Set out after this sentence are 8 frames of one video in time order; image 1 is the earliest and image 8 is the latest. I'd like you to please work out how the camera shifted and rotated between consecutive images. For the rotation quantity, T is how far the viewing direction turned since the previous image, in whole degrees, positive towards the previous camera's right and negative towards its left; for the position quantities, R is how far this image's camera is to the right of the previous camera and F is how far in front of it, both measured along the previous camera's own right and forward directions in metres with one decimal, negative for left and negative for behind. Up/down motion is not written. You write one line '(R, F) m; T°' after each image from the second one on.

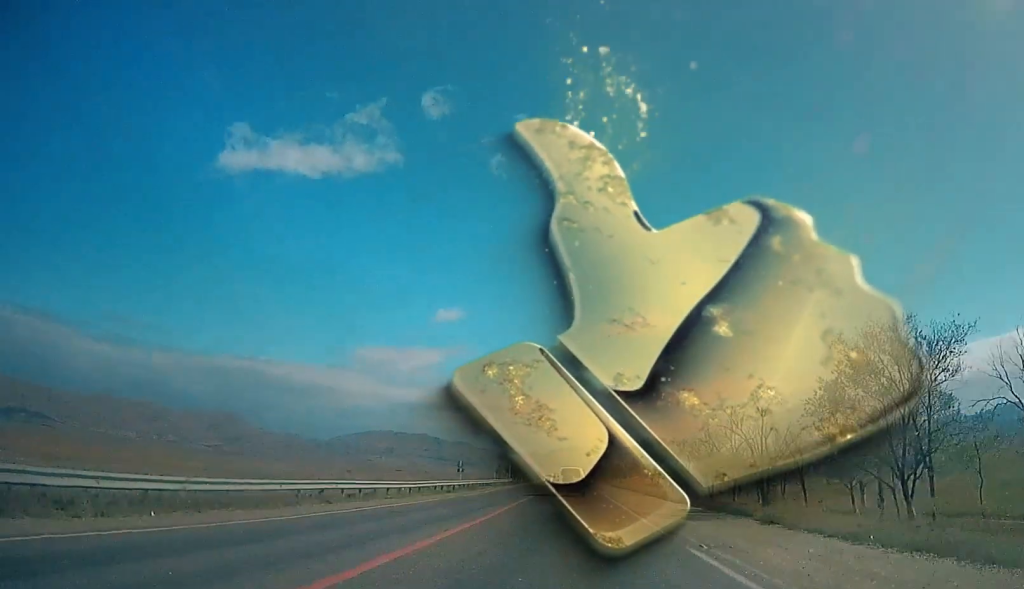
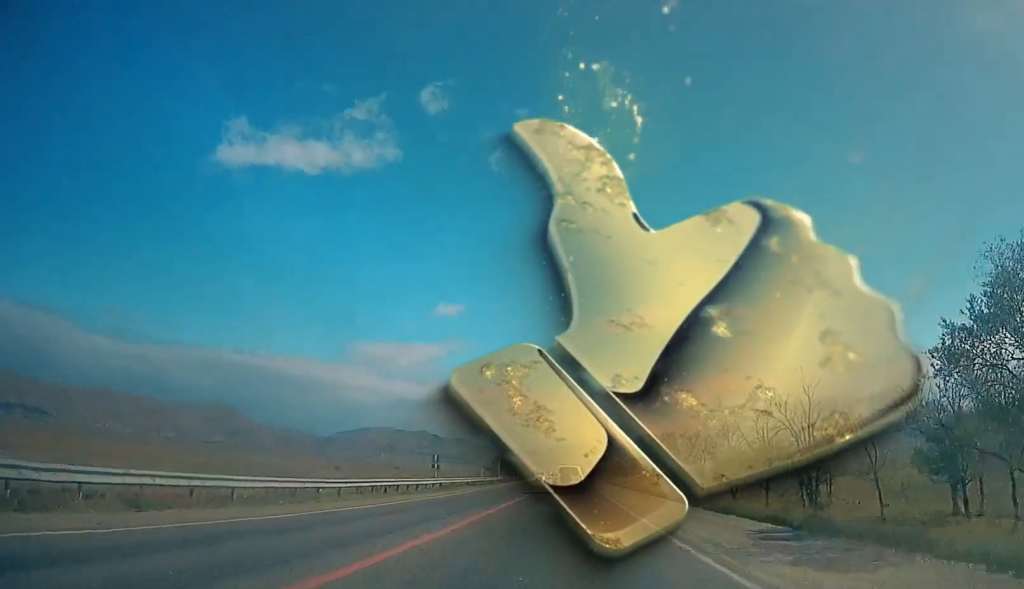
(+0.6, +10.5) m; 0°
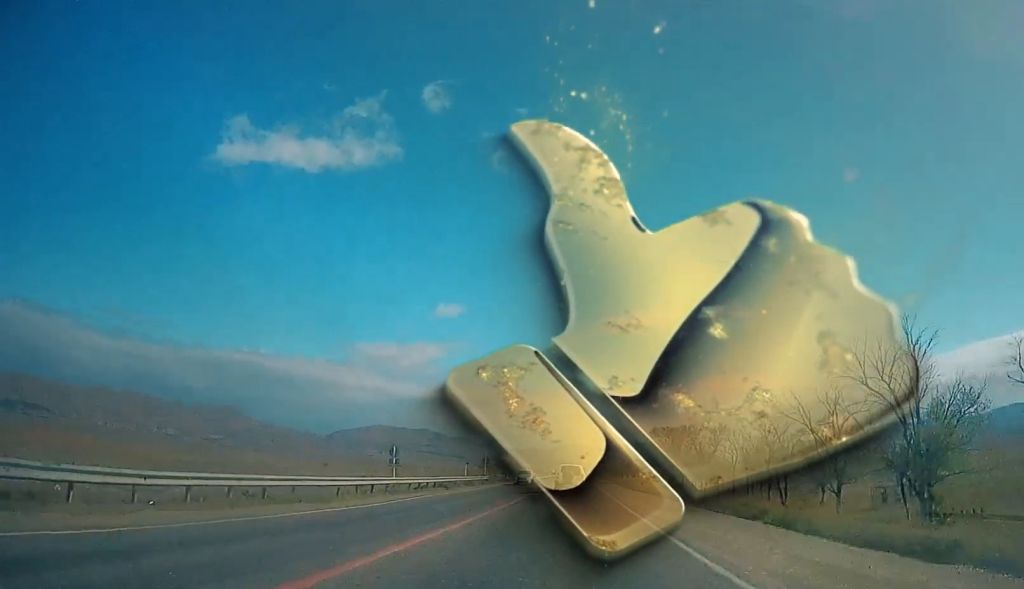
(-0.5, +13.3) m; -1°
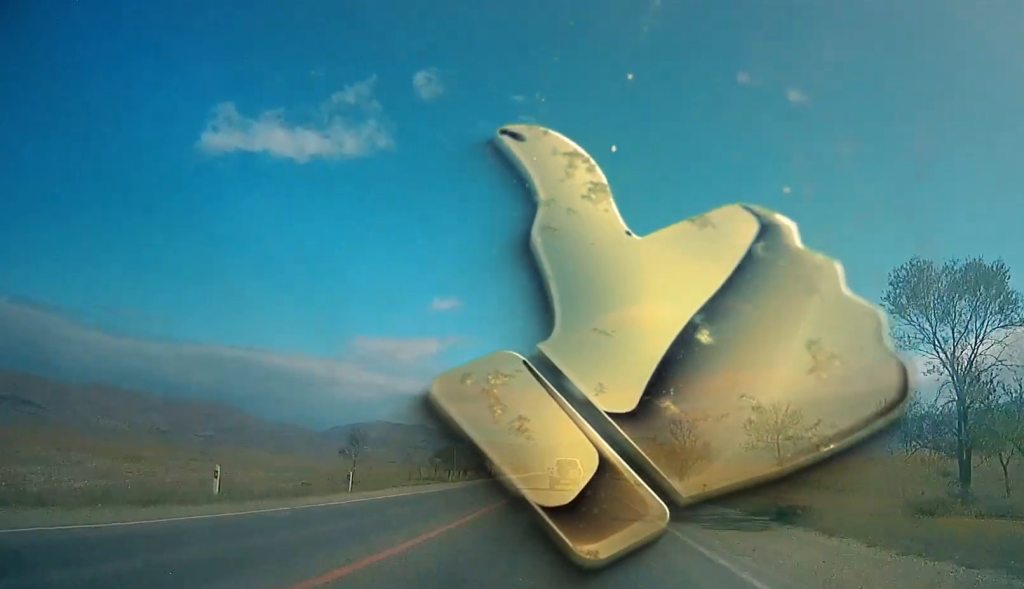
(-2.7, +81.7) m; -2°
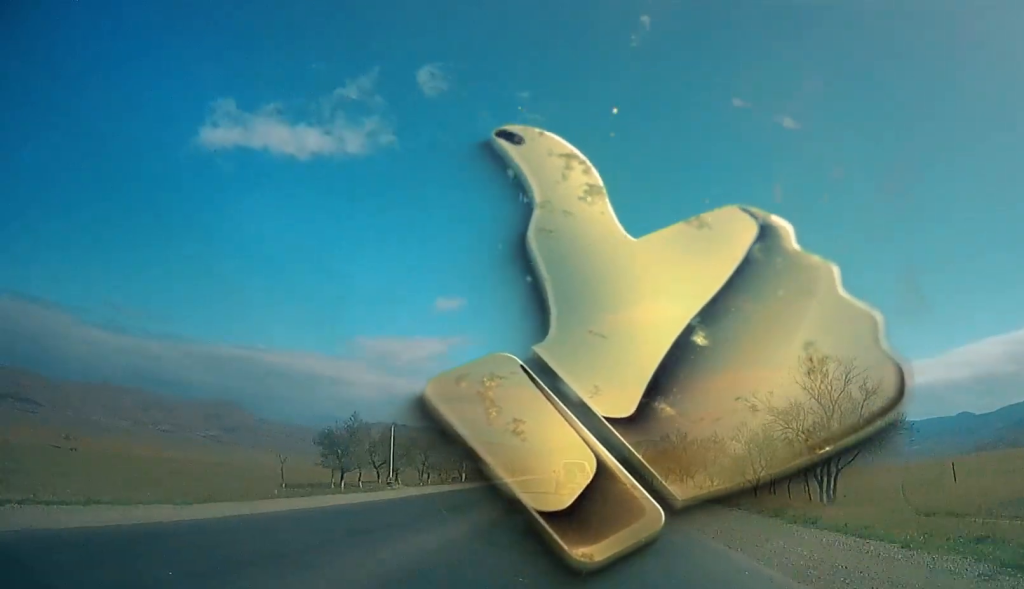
(-0.1, +22.6) m; 0°
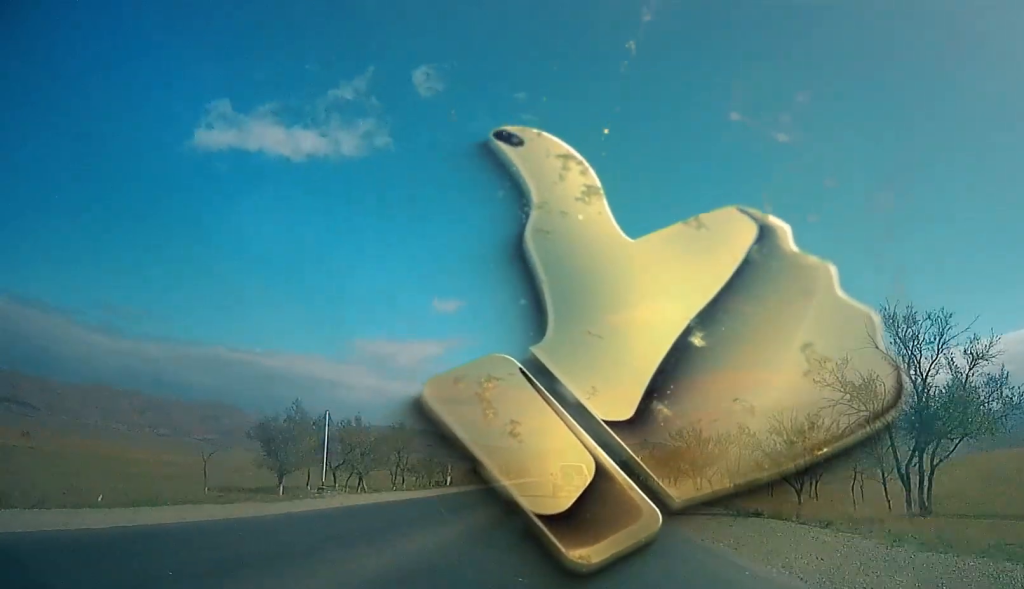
(0.0, +10.8) m; 0°
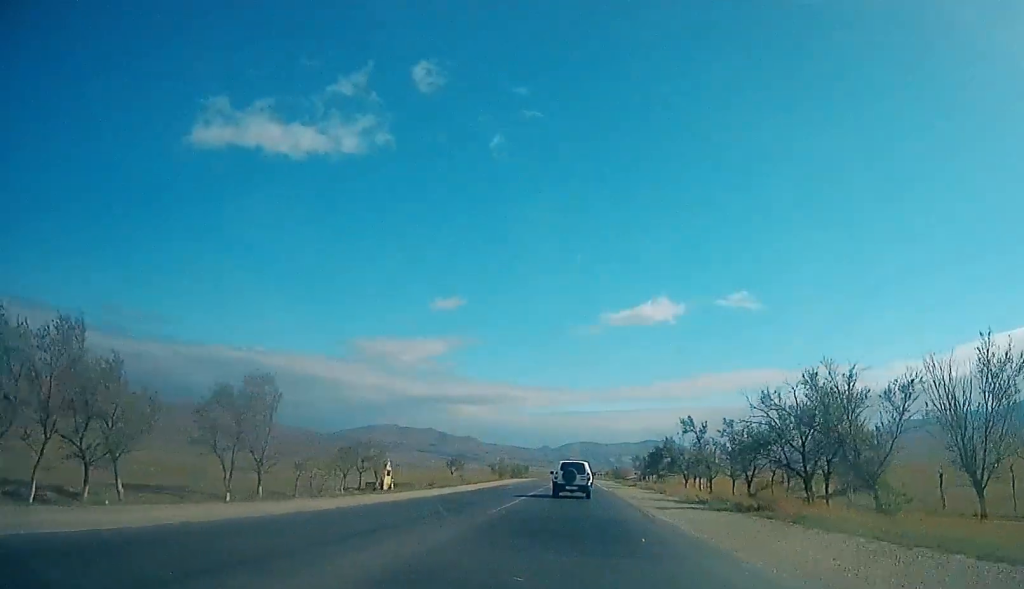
(0.0, +33.4) m; 0°
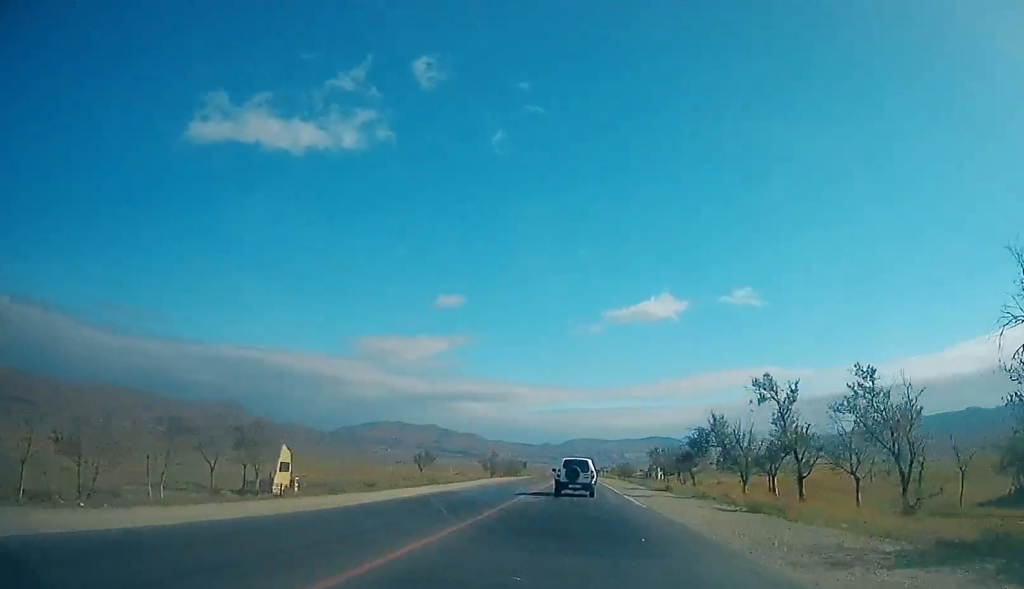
(+0.2, +22.8) m; 0°
